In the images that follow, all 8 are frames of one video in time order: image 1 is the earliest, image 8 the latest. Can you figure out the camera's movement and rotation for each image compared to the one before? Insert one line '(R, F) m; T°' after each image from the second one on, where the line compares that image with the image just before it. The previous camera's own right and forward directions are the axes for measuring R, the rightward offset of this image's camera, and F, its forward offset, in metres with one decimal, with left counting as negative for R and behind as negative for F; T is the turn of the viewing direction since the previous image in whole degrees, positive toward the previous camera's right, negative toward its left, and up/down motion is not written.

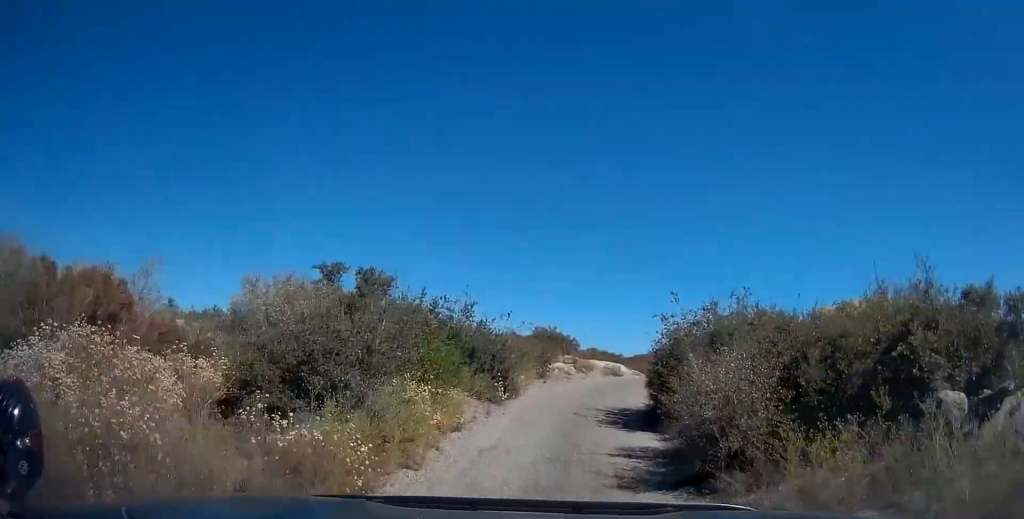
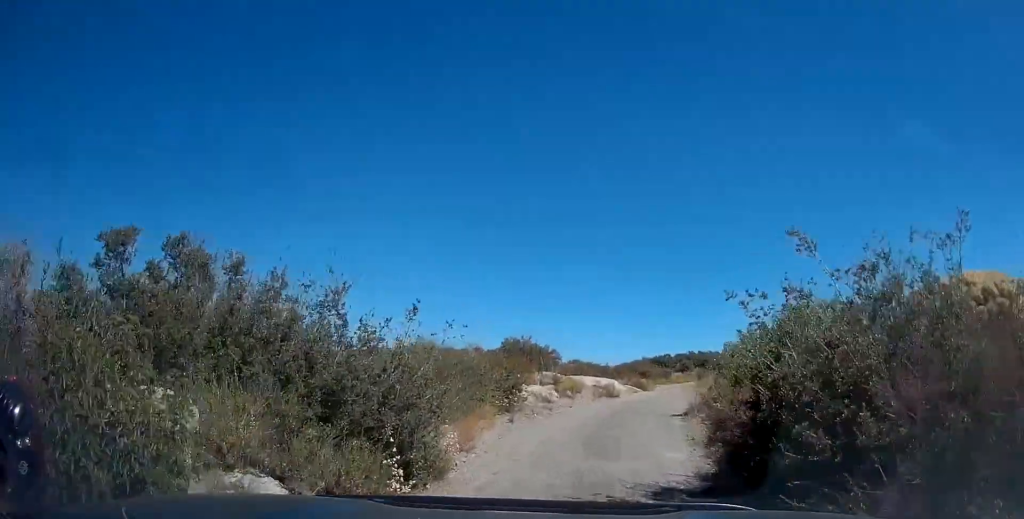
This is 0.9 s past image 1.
(+0.1, +8.6) m; 0°
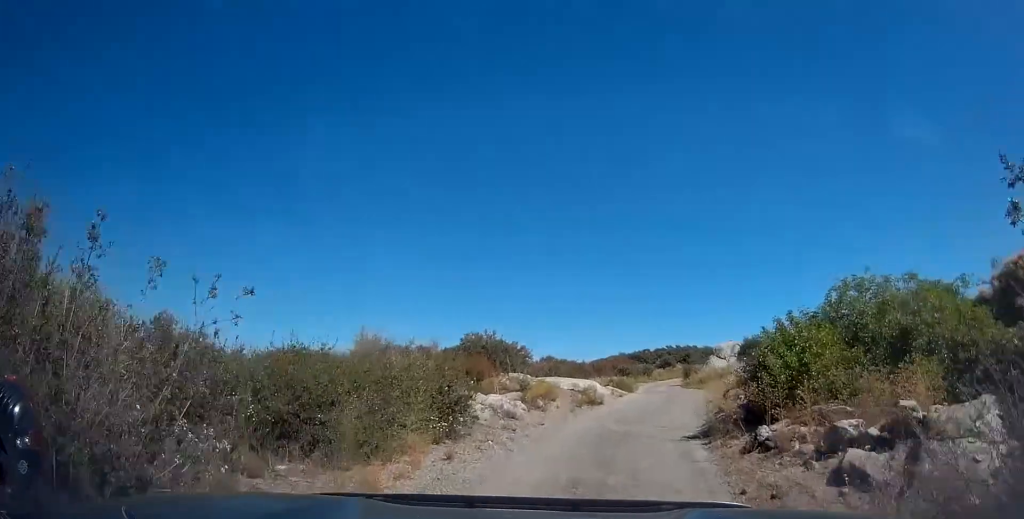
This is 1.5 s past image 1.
(0.0, +4.9) m; +1°
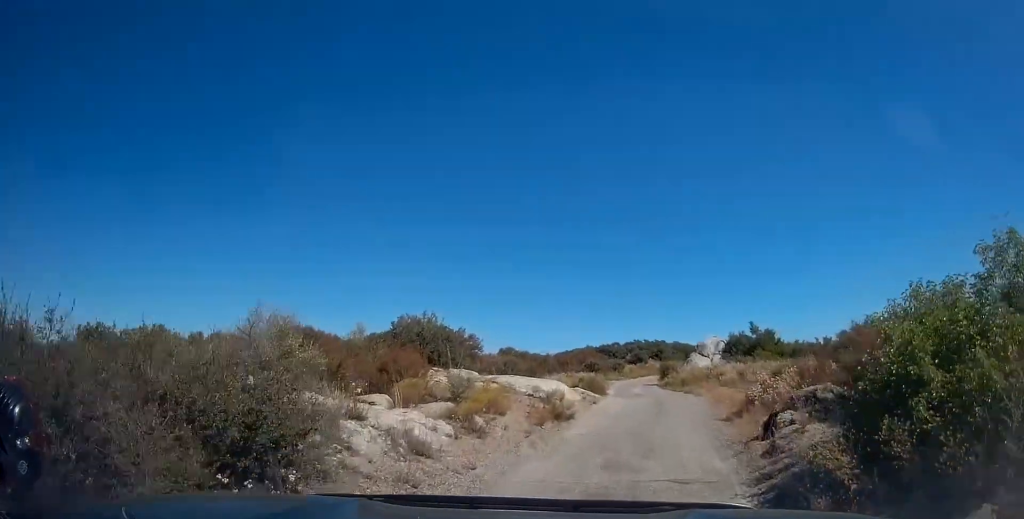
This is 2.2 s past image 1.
(-0.1, +6.1) m; +3°
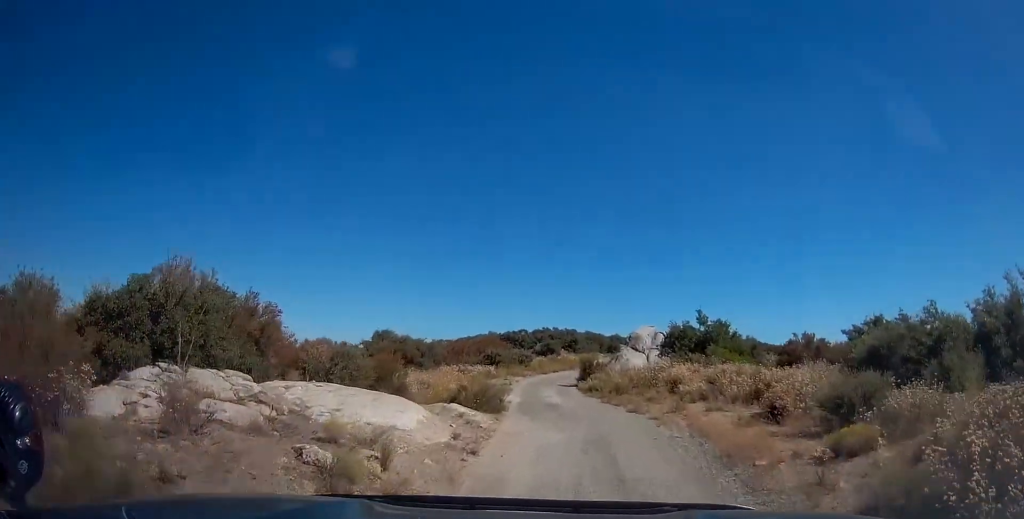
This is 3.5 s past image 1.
(+1.0, +10.1) m; +8°
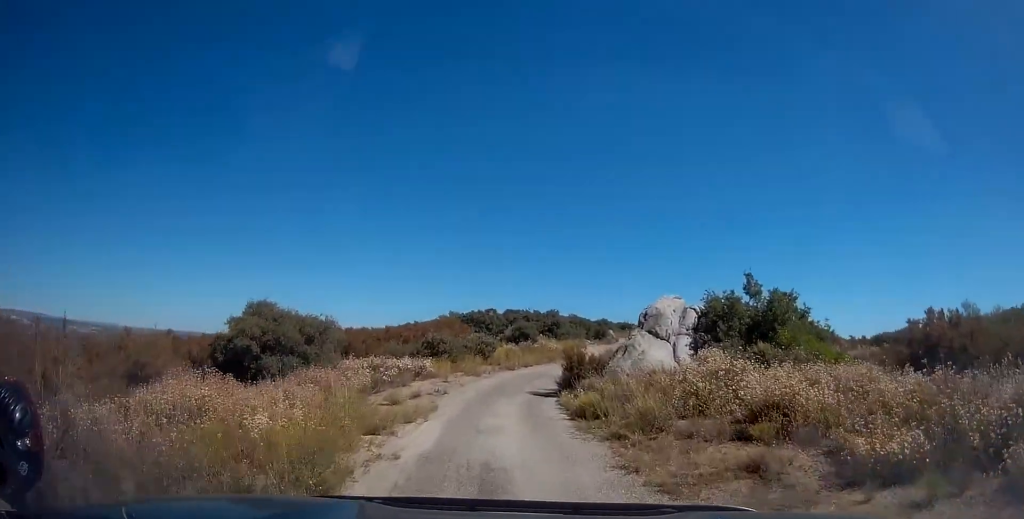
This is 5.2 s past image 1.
(+0.5, +12.9) m; +1°
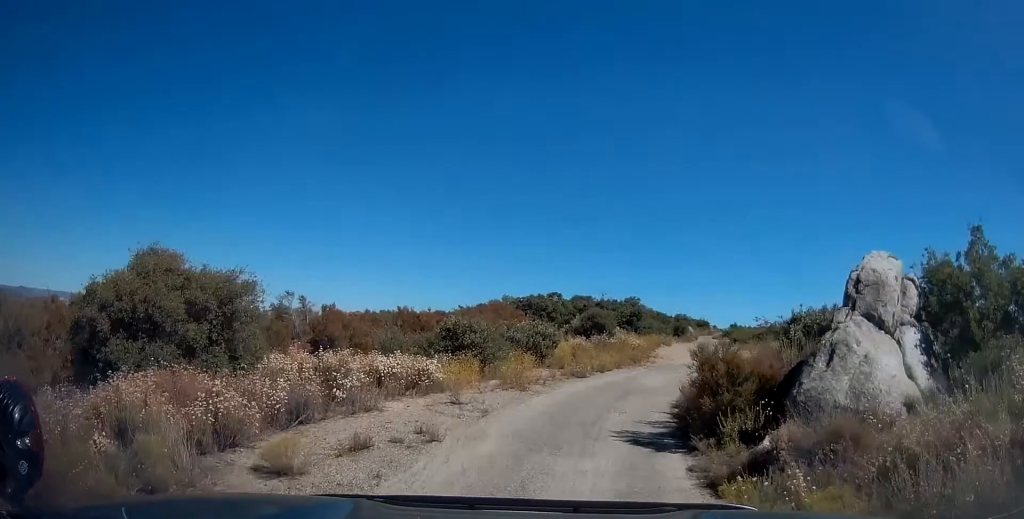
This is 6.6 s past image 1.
(-0.1, +9.9) m; 0°
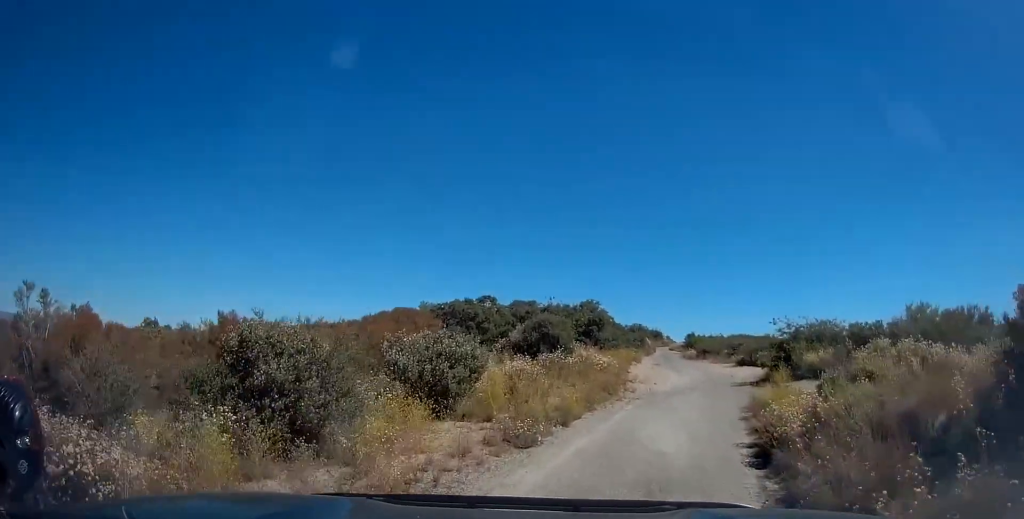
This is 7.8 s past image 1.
(+0.1, +8.7) m; +3°
